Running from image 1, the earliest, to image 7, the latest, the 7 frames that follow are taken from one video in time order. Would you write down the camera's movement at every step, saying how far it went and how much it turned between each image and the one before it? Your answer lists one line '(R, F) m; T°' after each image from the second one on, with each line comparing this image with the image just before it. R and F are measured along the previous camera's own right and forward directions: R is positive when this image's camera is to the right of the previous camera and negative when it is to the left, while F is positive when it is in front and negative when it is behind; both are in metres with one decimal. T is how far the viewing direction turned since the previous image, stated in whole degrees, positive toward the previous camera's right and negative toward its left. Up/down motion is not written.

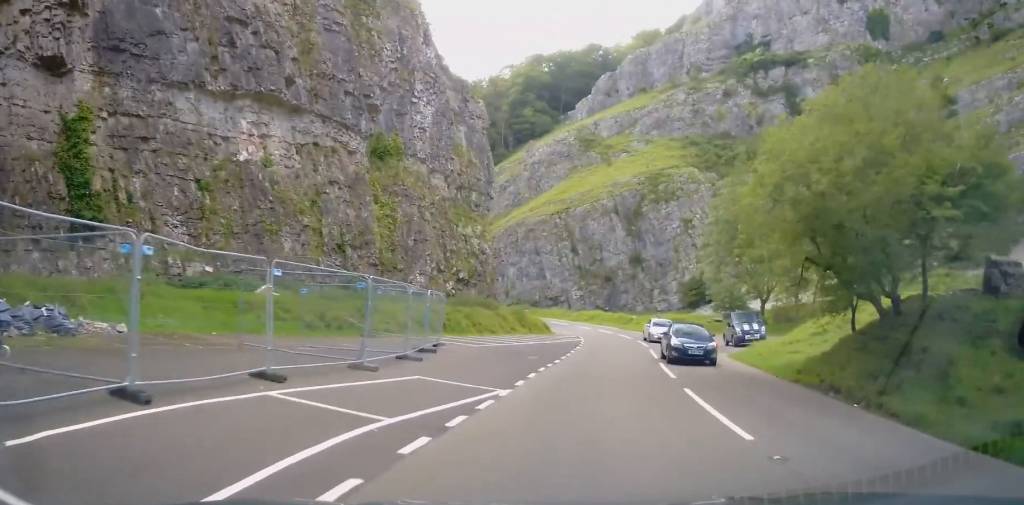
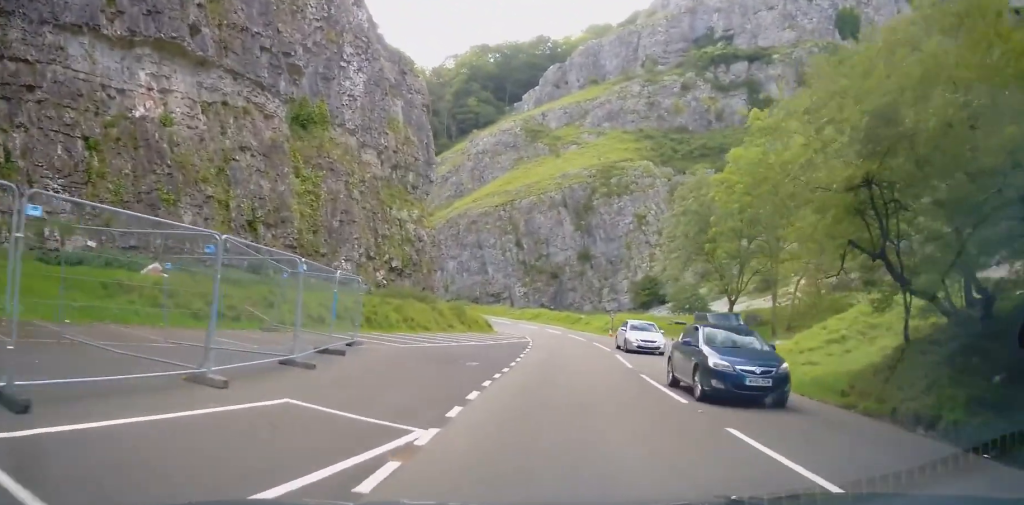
(+0.2, +5.6) m; +6°
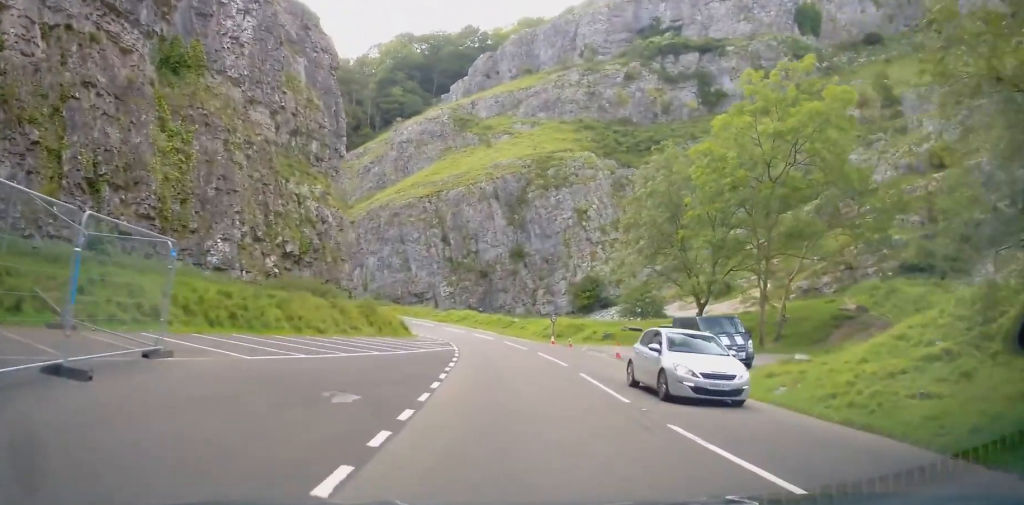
(+0.8, +8.1) m; +8°
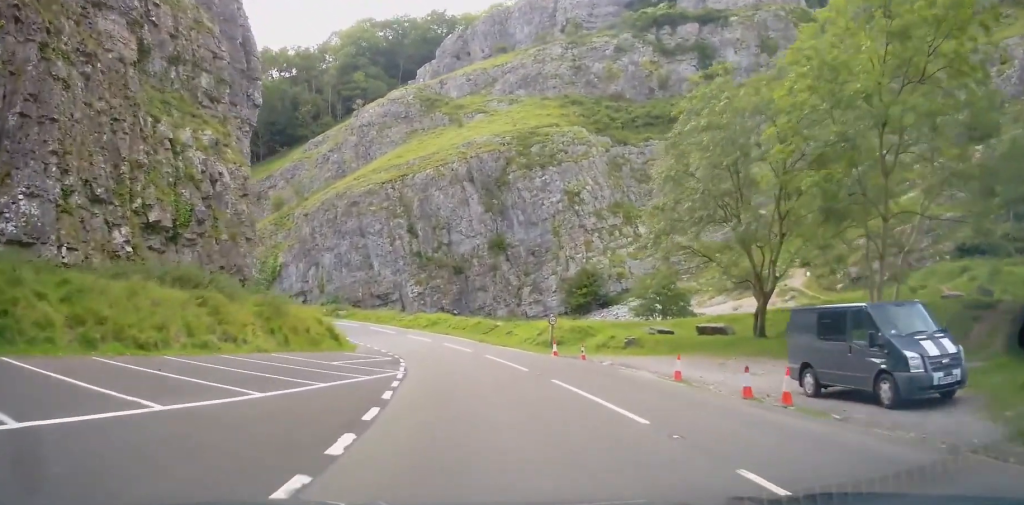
(+0.4, +12.0) m; -1°
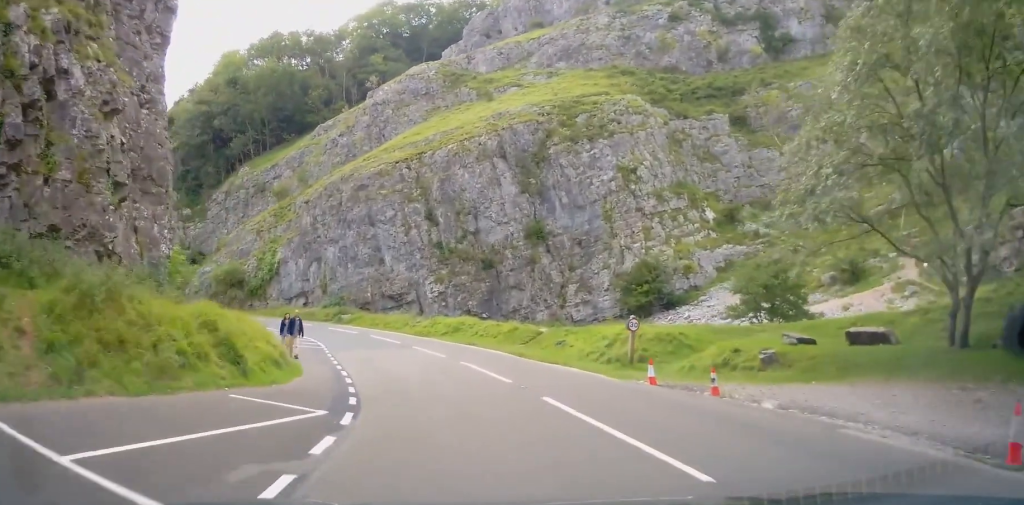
(-0.7, +11.8) m; -7°
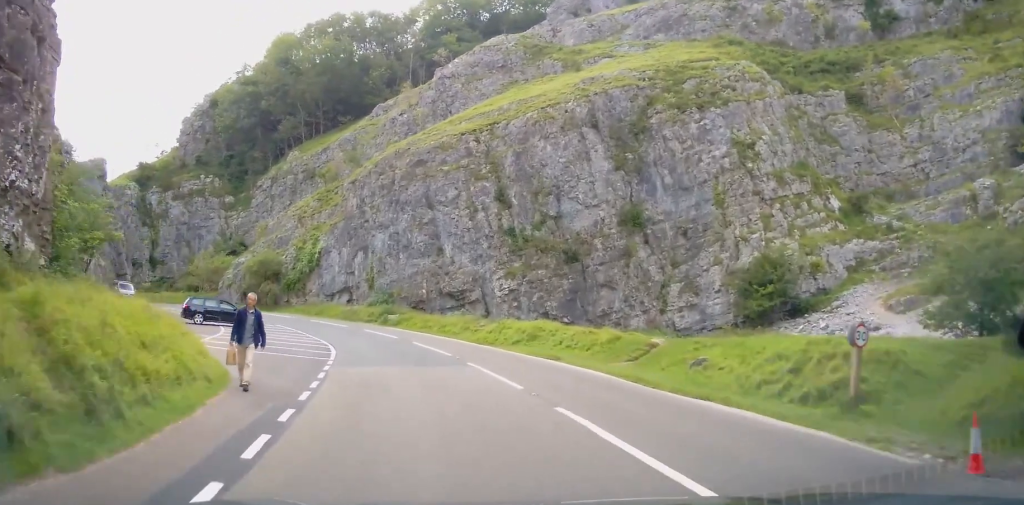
(-0.6, +11.3) m; -7°
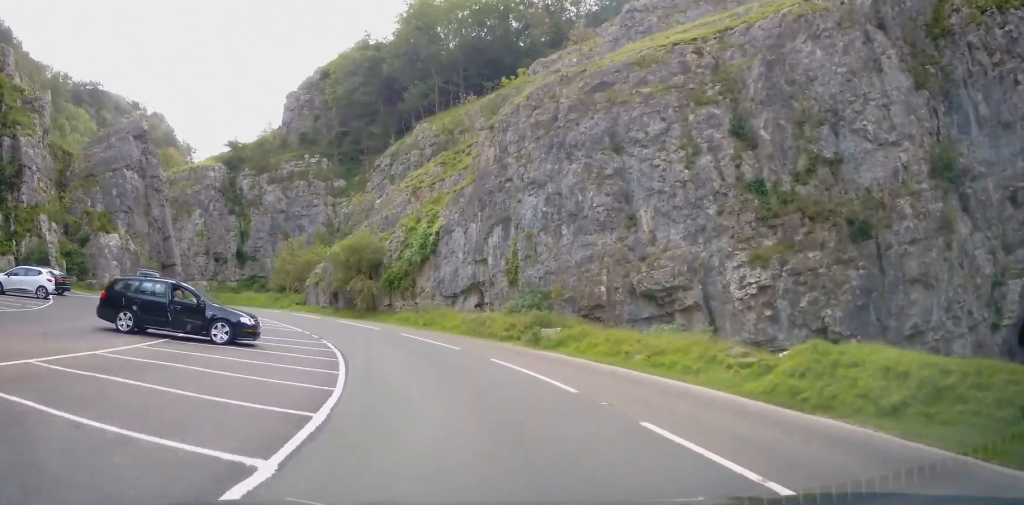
(-2.6, +21.5) m; -11°
